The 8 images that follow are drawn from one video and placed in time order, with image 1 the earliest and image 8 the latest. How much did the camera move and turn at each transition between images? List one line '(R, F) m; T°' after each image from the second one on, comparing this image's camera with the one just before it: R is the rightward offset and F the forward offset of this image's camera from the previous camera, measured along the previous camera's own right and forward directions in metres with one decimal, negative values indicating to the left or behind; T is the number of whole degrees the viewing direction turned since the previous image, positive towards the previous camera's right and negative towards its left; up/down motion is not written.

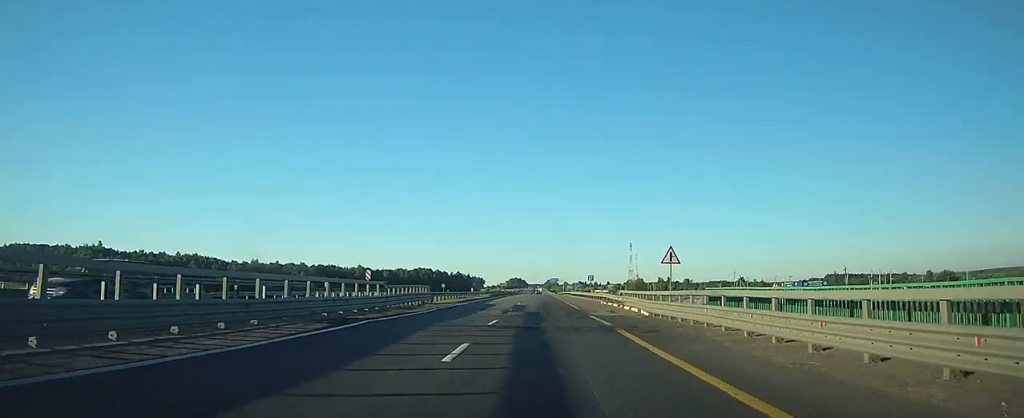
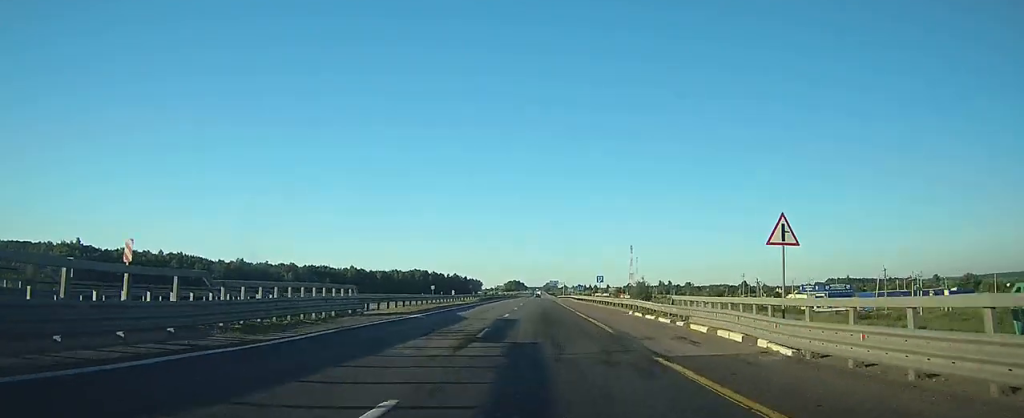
(+0.1, +15.3) m; 0°
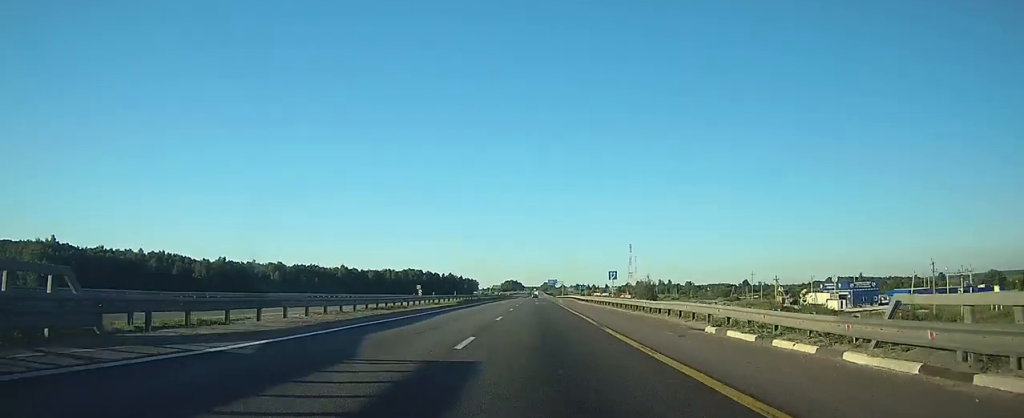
(0.0, +15.3) m; 0°
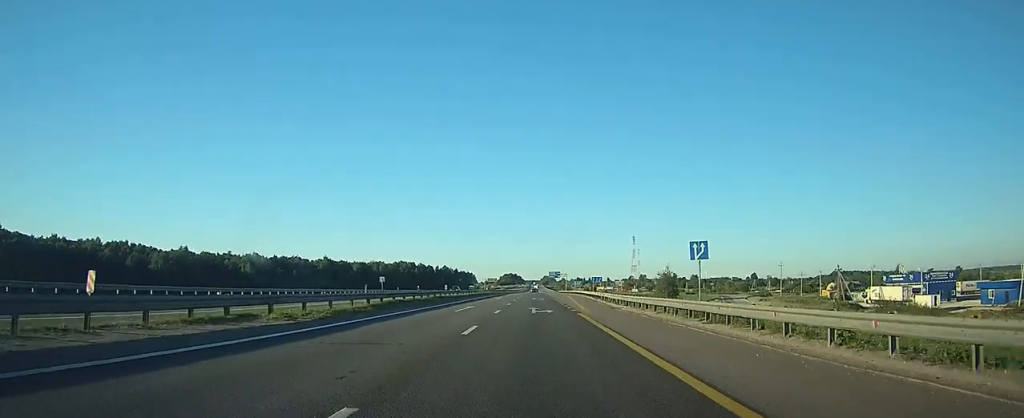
(+0.1, +33.0) m; 0°
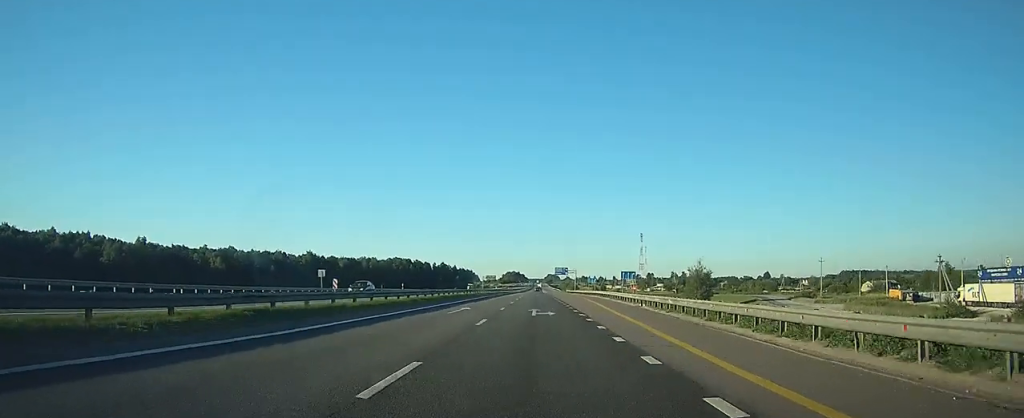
(0.0, +32.1) m; 0°
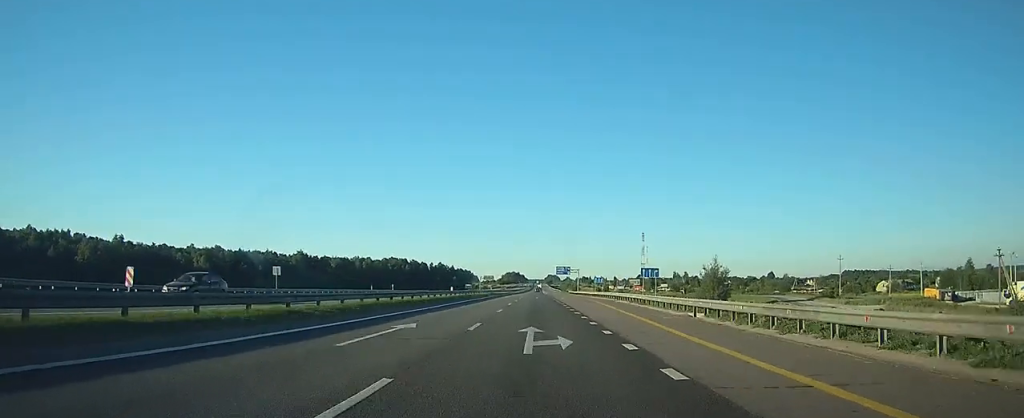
(0.0, +13.5) m; 0°
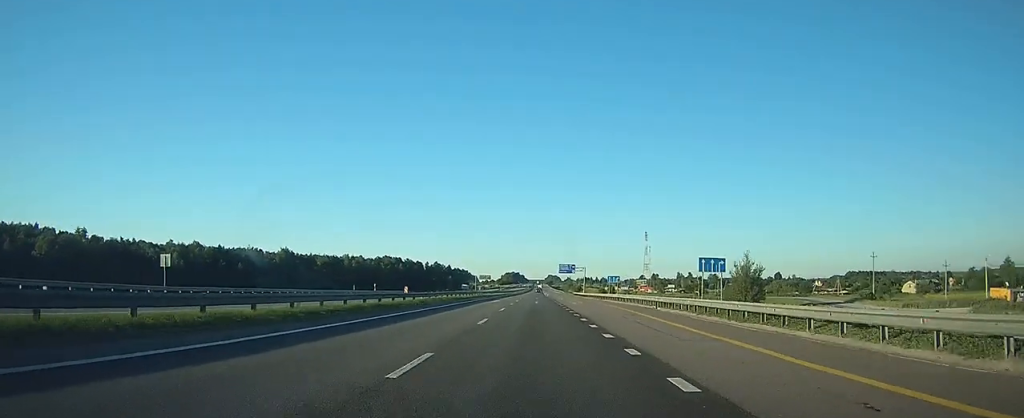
(-0.1, +20.4) m; 0°
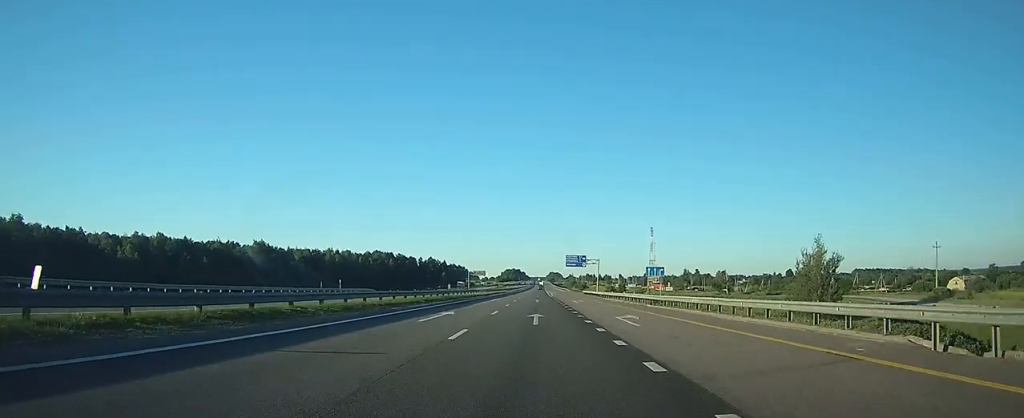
(-0.1, +29.9) m; 0°
